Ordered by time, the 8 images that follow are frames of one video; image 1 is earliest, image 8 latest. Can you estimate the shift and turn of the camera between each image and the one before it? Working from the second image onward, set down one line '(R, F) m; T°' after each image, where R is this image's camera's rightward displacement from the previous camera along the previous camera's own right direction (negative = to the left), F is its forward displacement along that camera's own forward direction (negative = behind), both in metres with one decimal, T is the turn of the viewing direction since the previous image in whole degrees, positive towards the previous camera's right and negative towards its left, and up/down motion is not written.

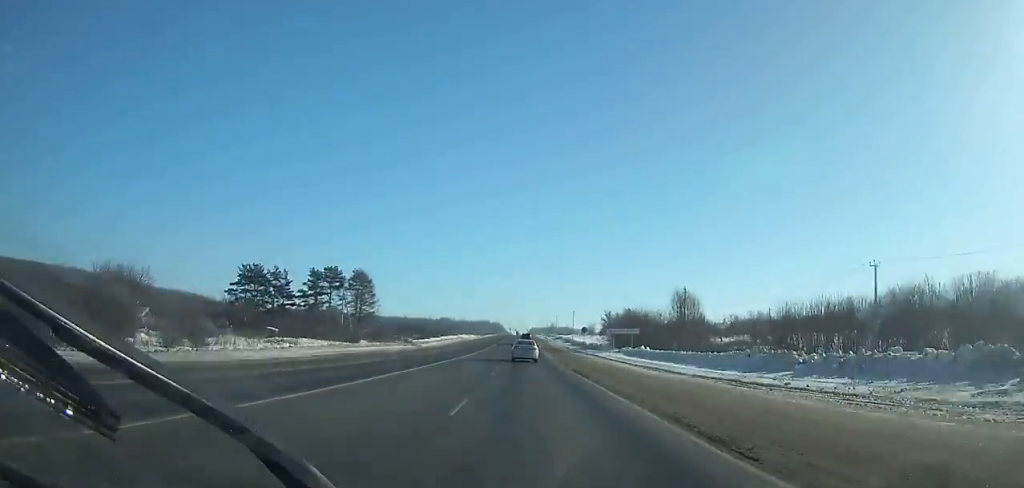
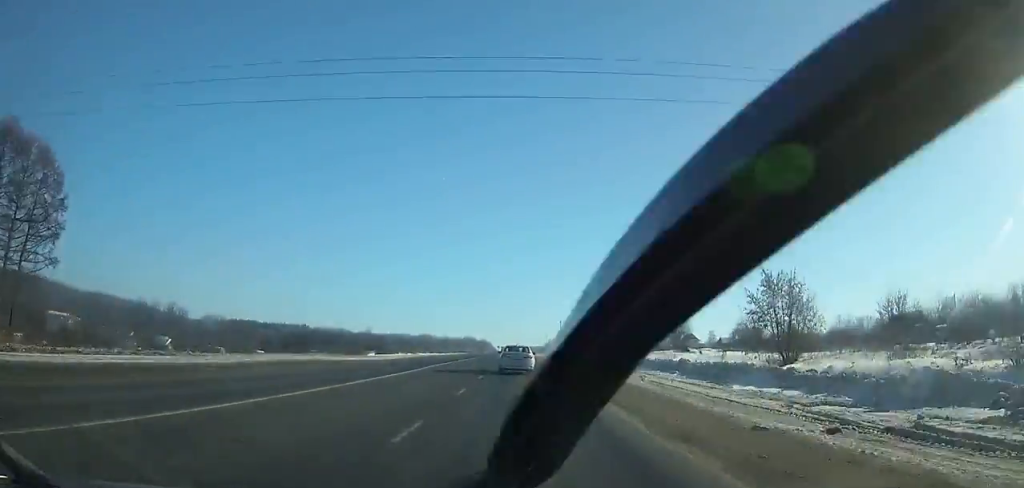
(+0.4, +96.0) m; 0°
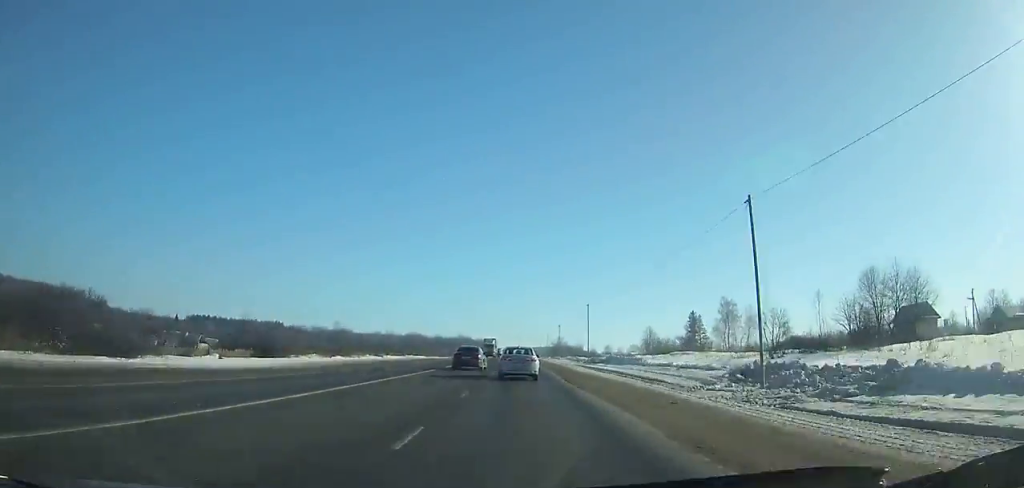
(-0.2, +77.8) m; 0°
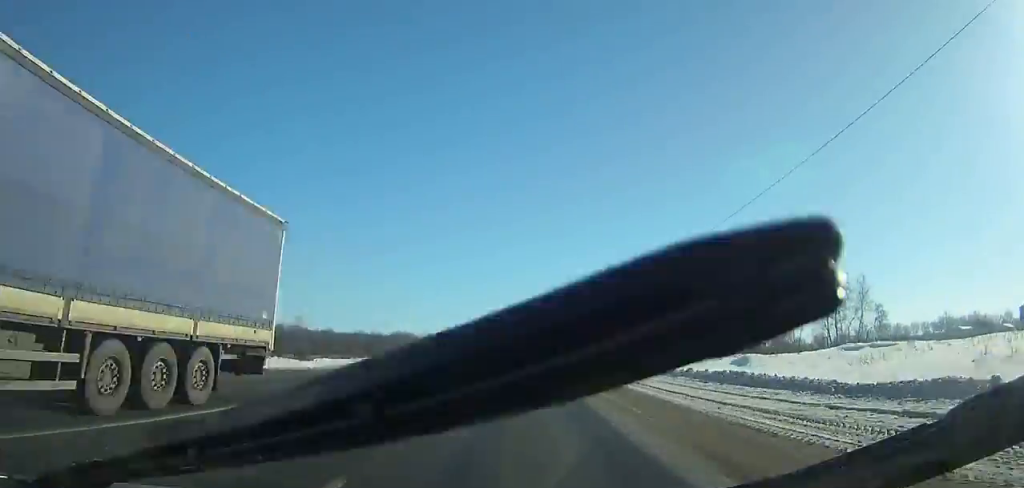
(+0.2, +60.8) m; 0°
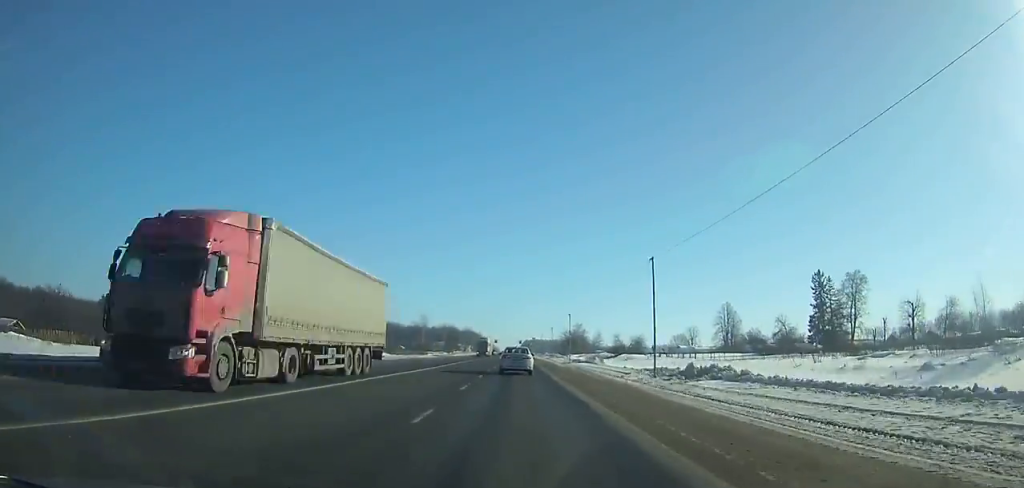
(0.0, +57.8) m; 0°
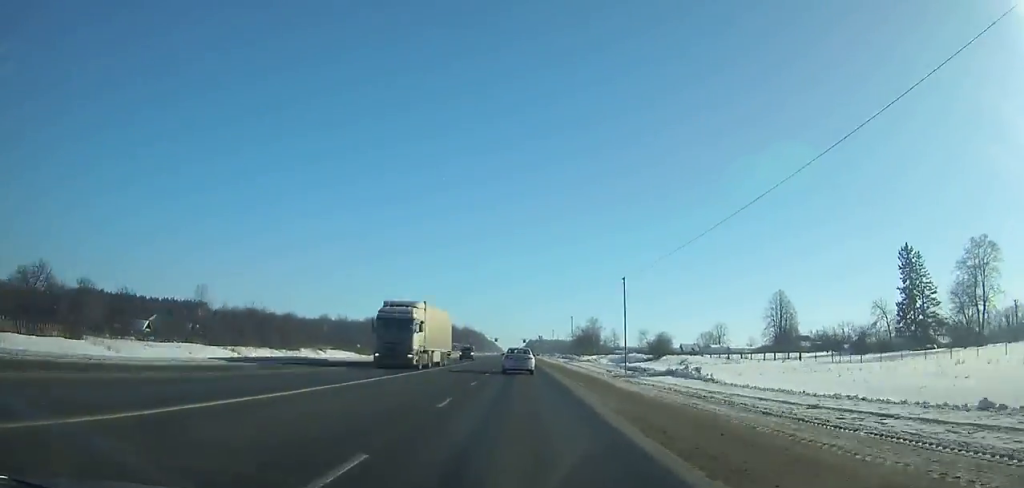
(-0.1, +36.5) m; 0°
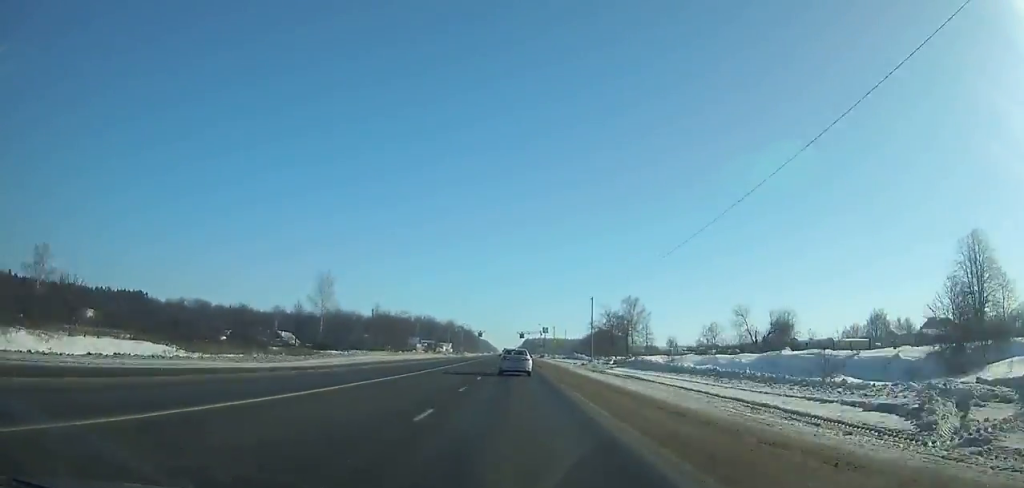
(+0.1, +70.4) m; 0°
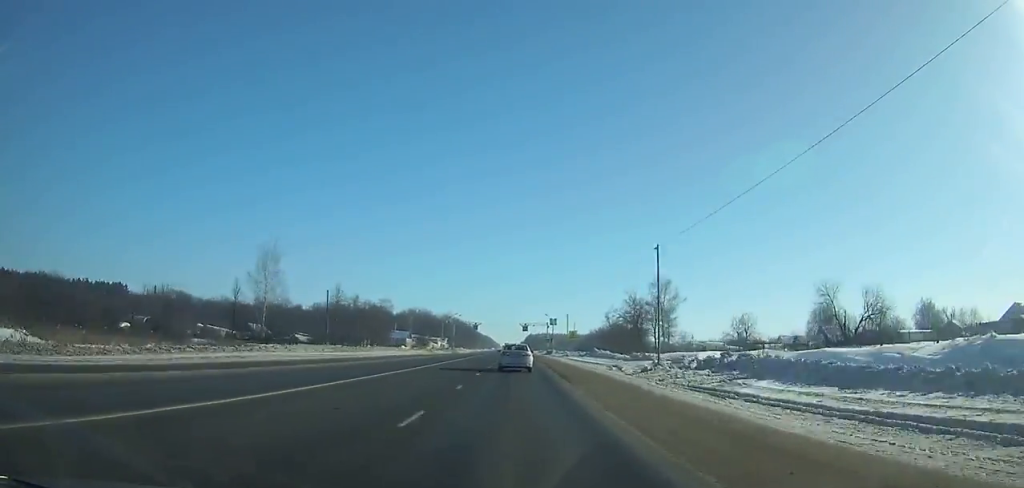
(0.0, +24.3) m; 0°
